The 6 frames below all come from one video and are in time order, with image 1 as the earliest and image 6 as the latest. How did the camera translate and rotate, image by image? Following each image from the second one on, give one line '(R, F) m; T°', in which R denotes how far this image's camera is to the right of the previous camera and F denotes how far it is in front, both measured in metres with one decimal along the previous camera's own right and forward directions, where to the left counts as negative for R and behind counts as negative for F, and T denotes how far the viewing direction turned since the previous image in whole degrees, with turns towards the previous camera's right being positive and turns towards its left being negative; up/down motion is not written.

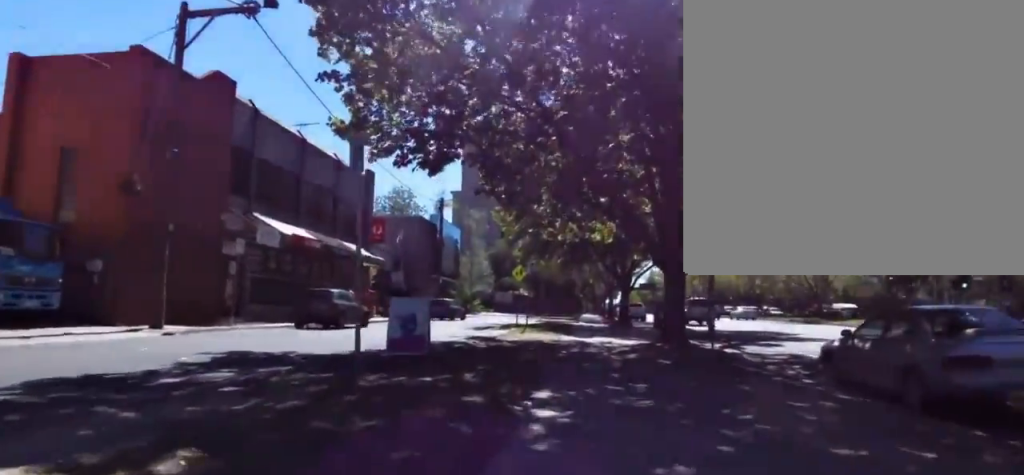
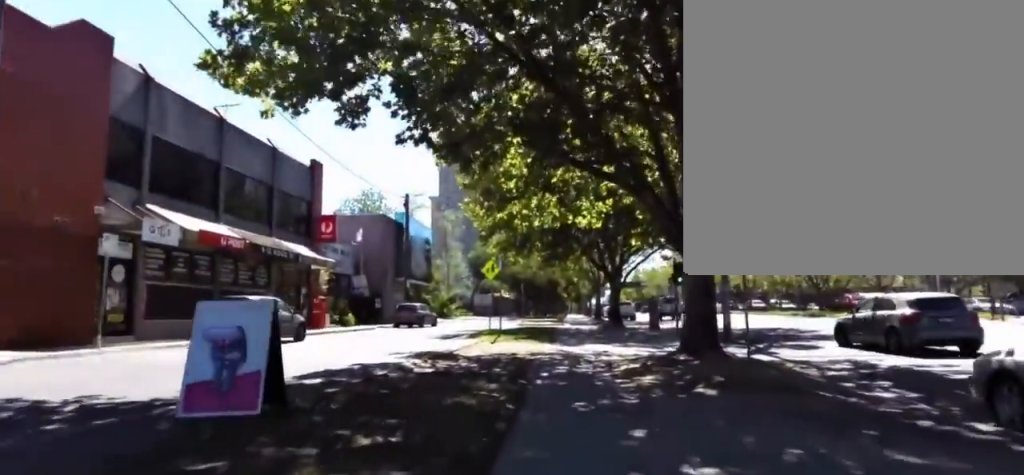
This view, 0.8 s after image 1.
(0.0, +4.7) m; 0°
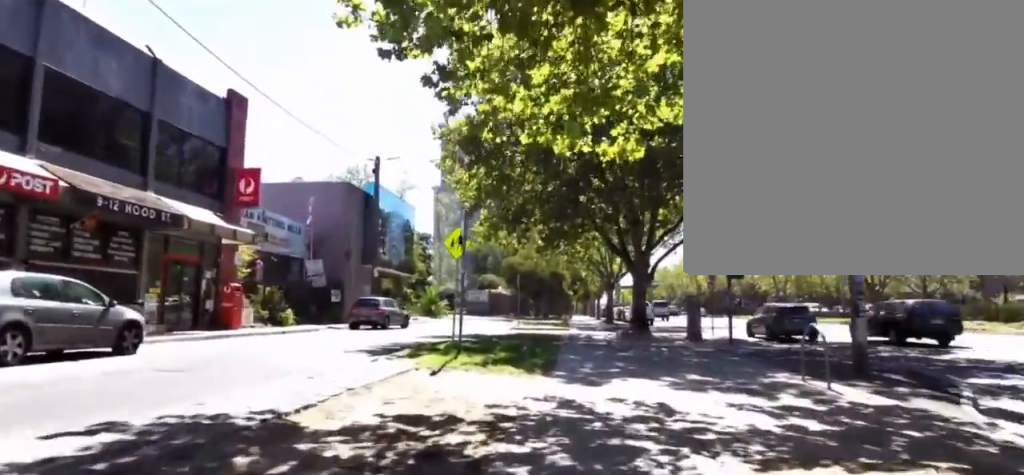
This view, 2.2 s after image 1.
(0.0, +8.1) m; -1°
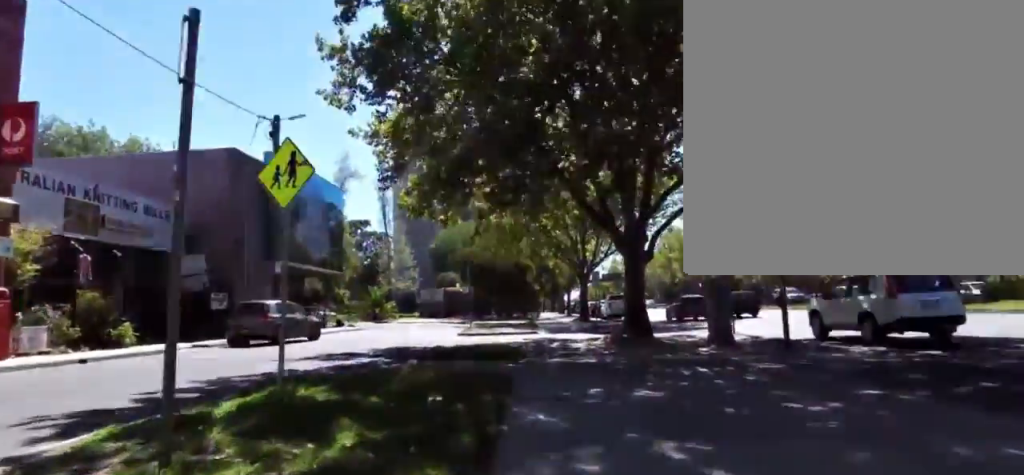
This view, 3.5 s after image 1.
(-0.2, +6.8) m; -2°
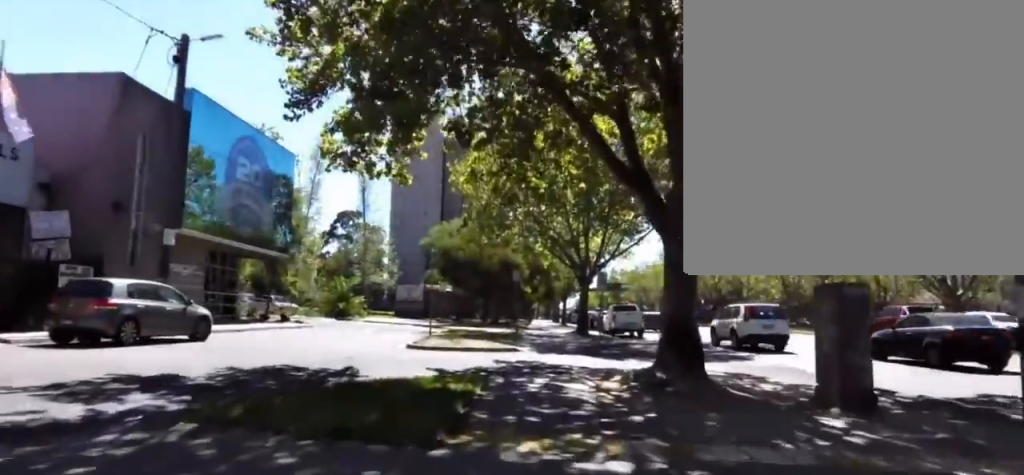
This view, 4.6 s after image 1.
(0.0, +5.4) m; +1°
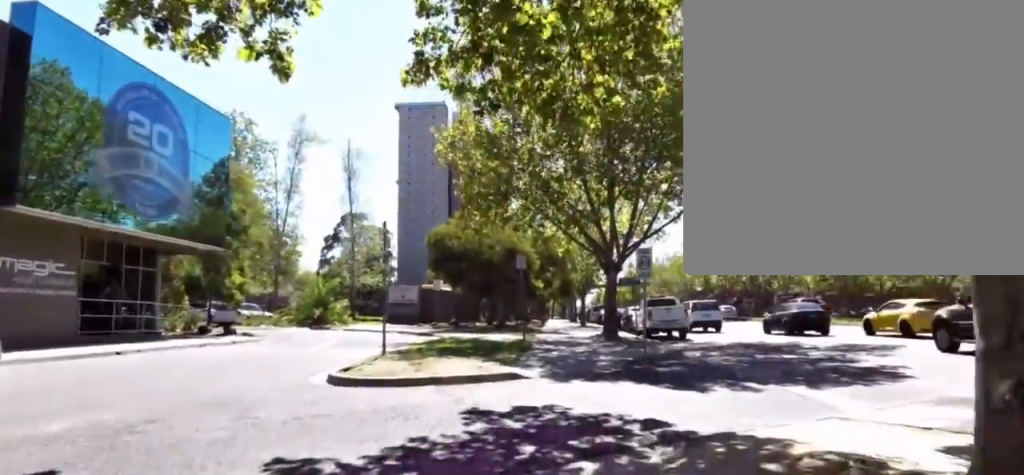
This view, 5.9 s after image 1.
(+0.1, +5.5) m; +1°
